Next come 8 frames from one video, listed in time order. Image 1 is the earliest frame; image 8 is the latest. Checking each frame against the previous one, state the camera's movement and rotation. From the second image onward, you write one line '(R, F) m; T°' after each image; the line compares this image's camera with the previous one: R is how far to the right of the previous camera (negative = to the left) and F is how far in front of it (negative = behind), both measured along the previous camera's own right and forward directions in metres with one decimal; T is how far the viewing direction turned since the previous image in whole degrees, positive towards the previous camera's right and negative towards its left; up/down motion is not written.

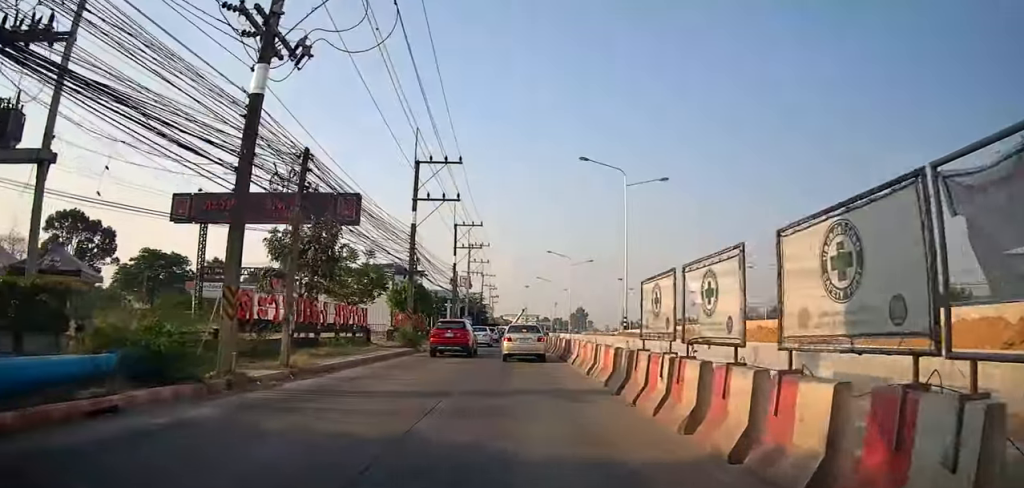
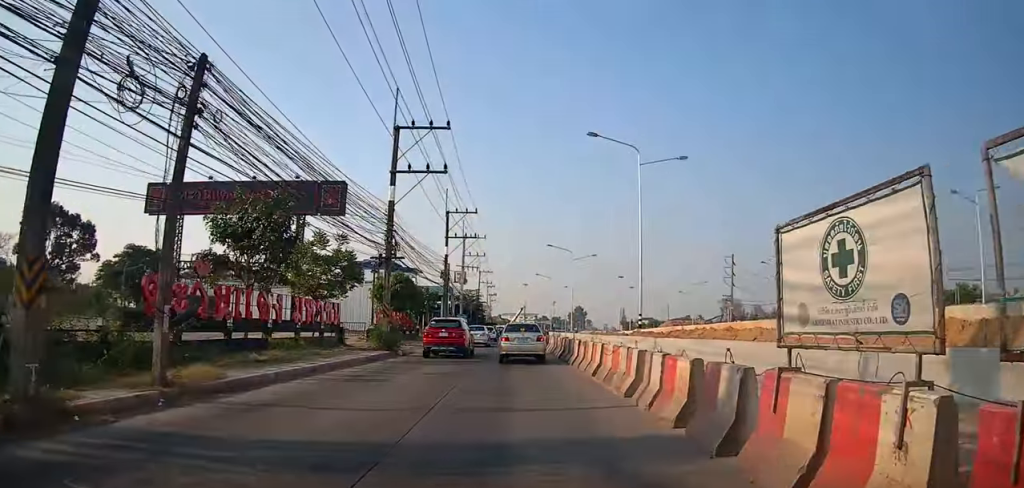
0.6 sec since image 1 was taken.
(+0.3, +5.1) m; 0°
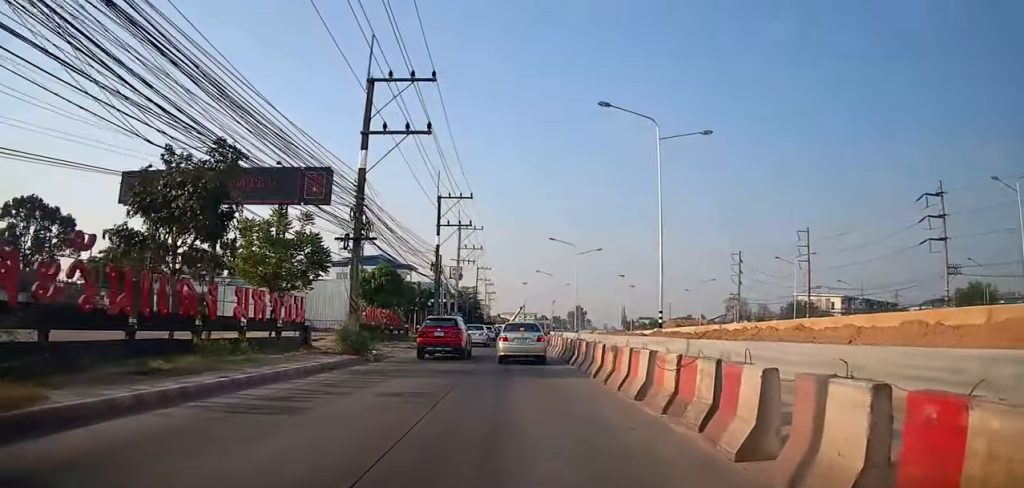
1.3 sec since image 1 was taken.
(-0.4, +4.8) m; -3°
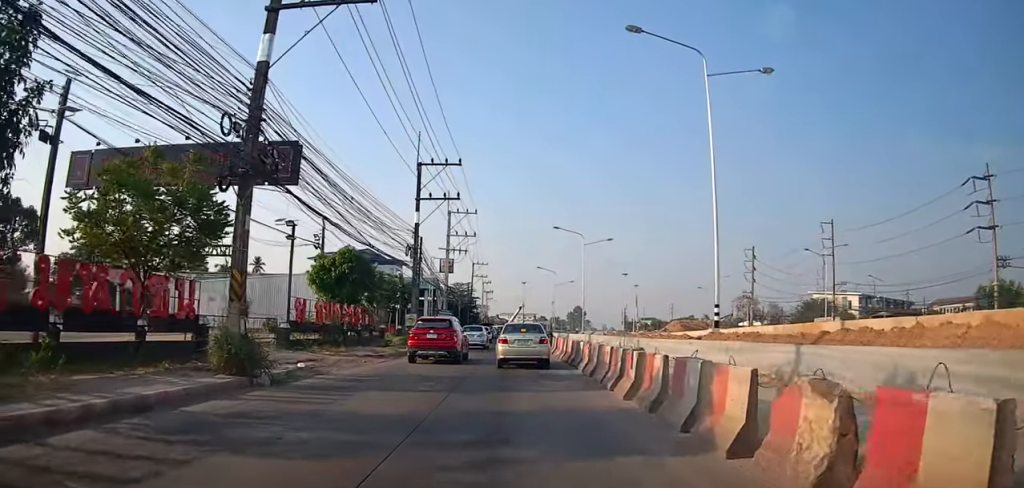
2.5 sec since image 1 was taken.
(0.0, +8.6) m; +1°
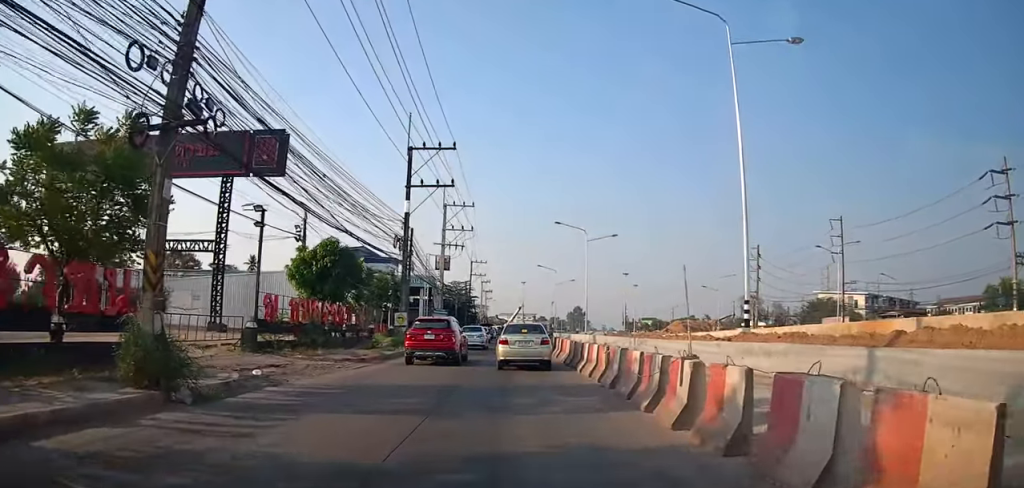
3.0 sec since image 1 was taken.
(0.0, +2.9) m; +1°
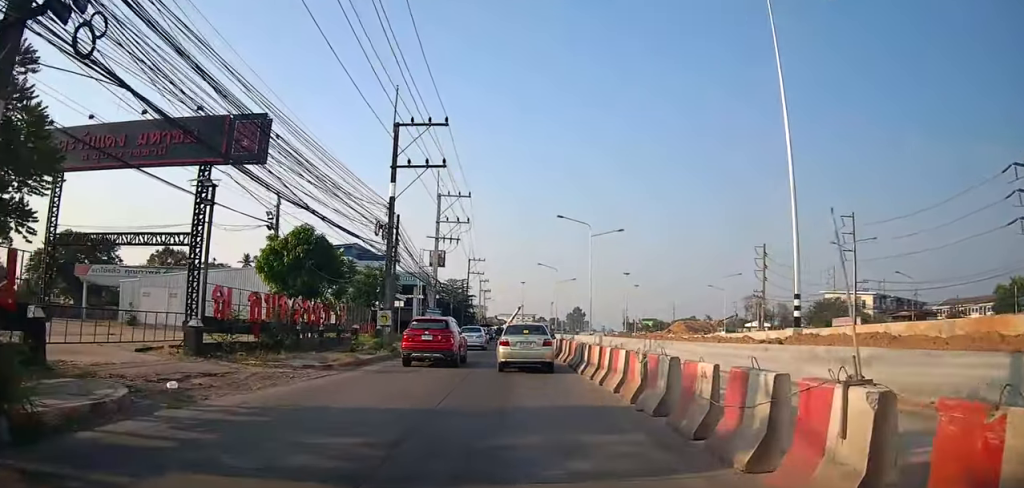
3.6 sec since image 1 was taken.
(0.0, +3.6) m; +1°
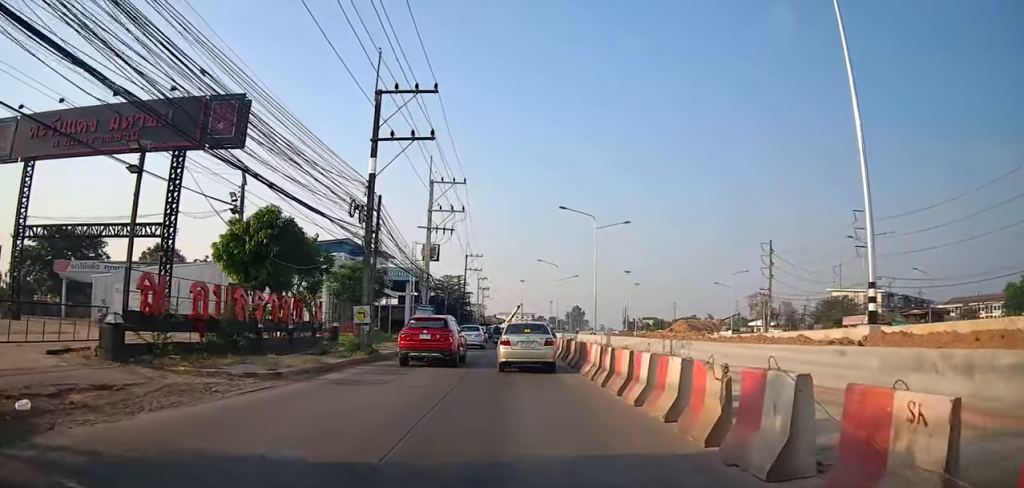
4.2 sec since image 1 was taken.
(0.0, +3.5) m; 0°
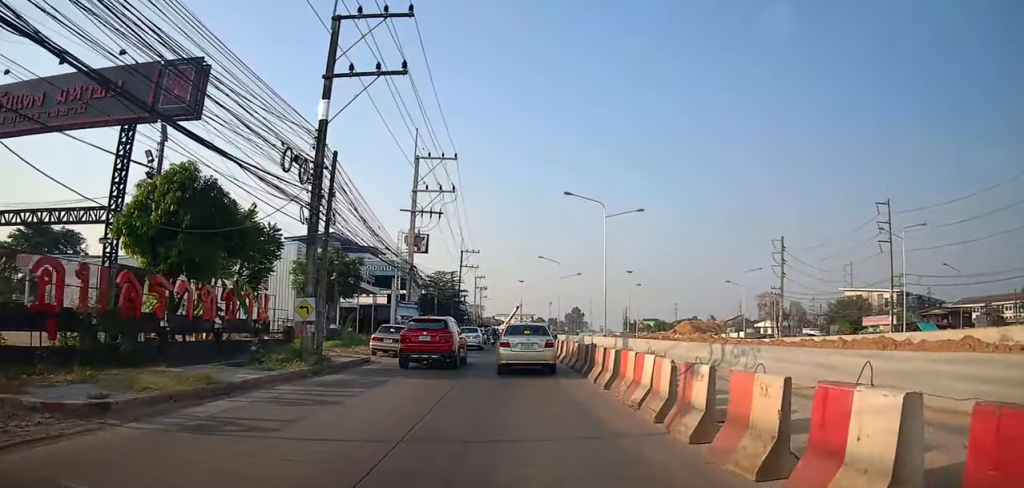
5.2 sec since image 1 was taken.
(0.0, +5.8) m; 0°
